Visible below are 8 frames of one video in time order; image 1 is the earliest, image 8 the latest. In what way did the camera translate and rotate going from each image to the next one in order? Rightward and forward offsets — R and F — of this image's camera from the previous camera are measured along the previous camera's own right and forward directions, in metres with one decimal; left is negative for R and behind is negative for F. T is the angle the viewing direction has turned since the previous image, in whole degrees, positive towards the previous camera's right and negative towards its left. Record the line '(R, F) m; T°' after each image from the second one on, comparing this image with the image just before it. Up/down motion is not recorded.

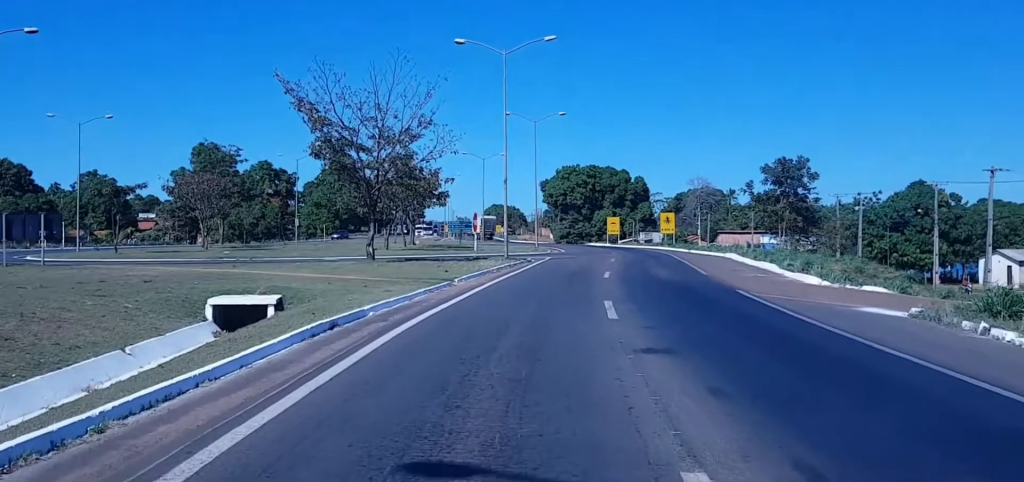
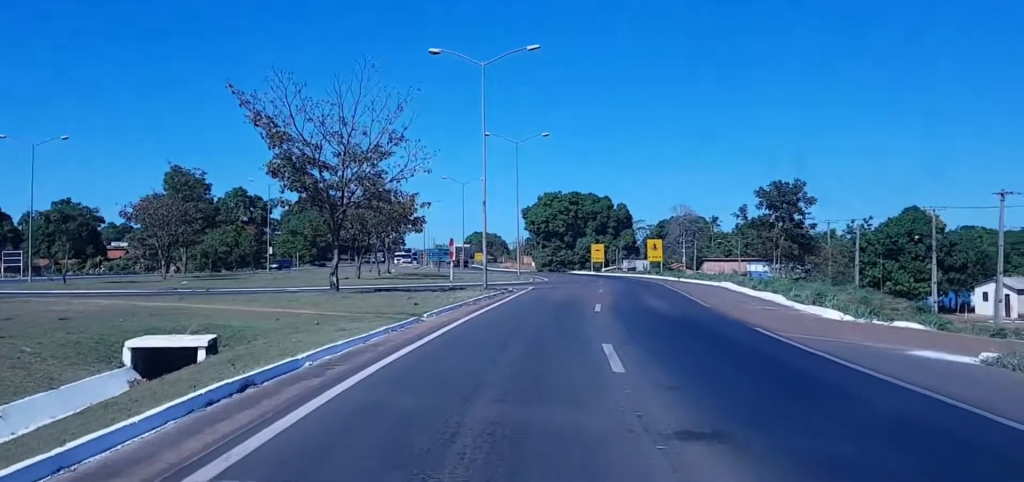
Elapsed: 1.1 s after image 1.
(0.0, +4.8) m; +6°
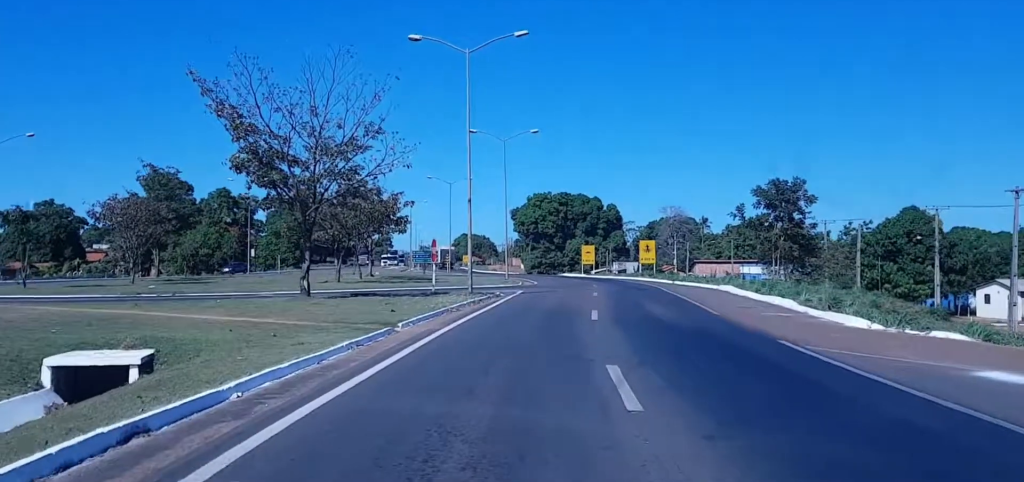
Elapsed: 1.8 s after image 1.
(+0.3, +3.7) m; +4°
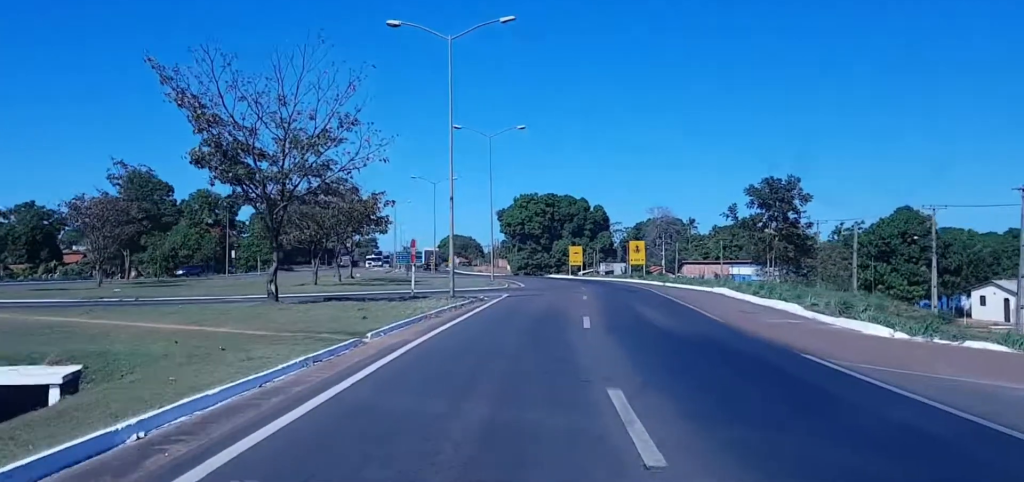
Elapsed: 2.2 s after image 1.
(+0.1, +2.5) m; +3°
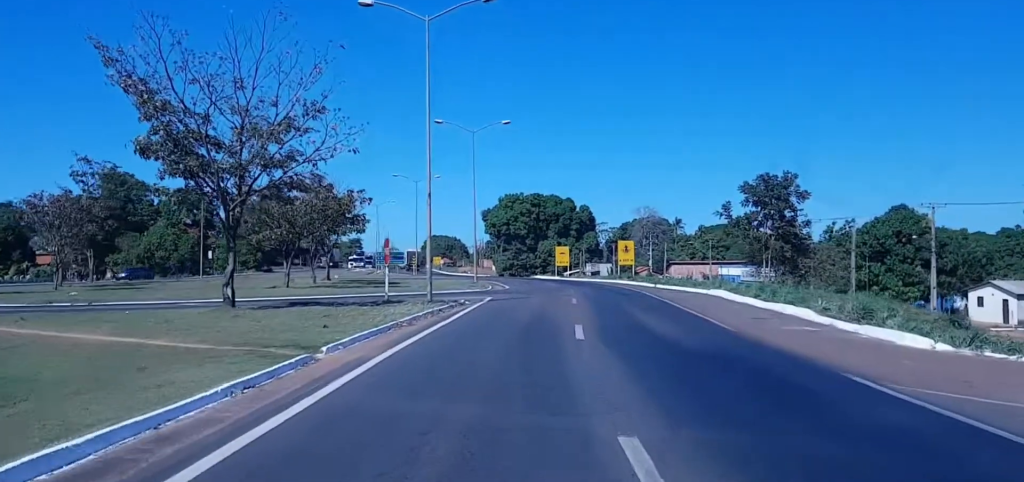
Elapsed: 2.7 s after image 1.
(+0.1, +3.4) m; +1°
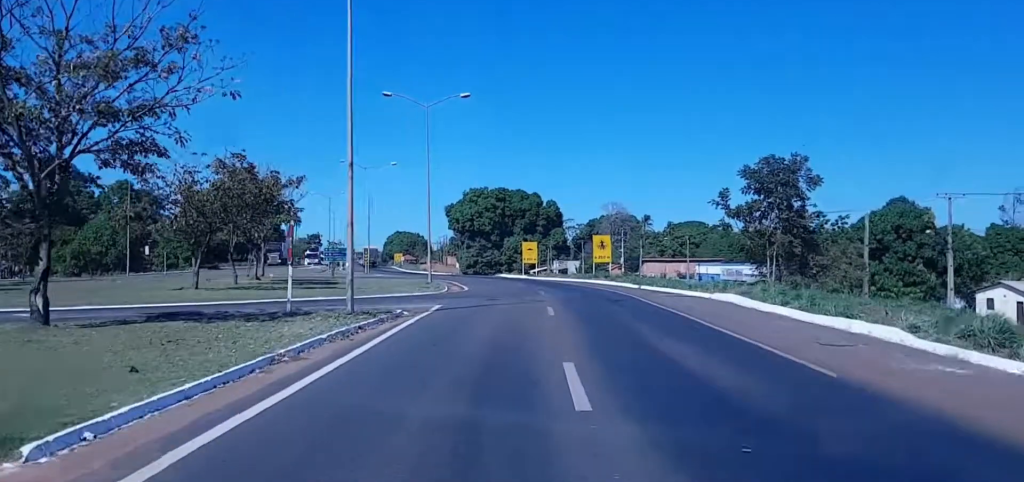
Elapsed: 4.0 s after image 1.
(+0.2, +9.8) m; +6°
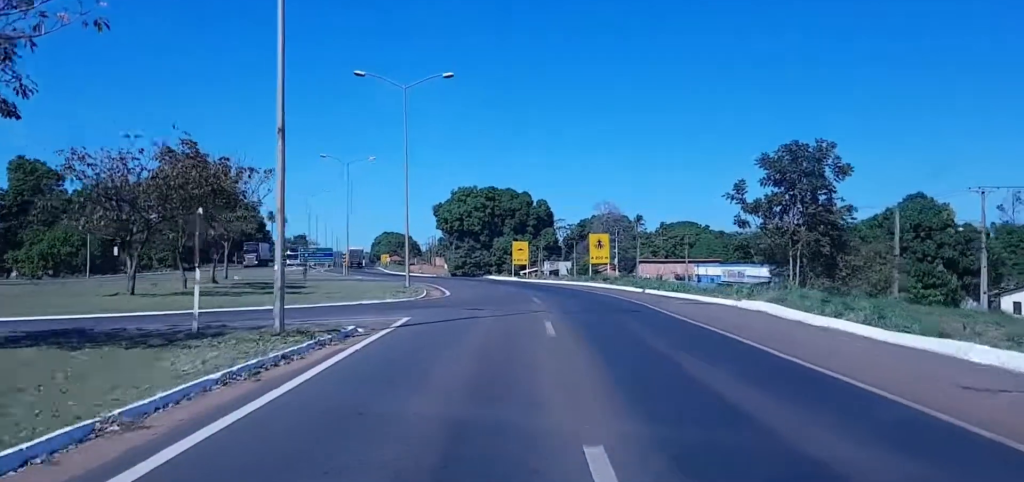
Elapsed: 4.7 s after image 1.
(+0.4, +6.5) m; +3°
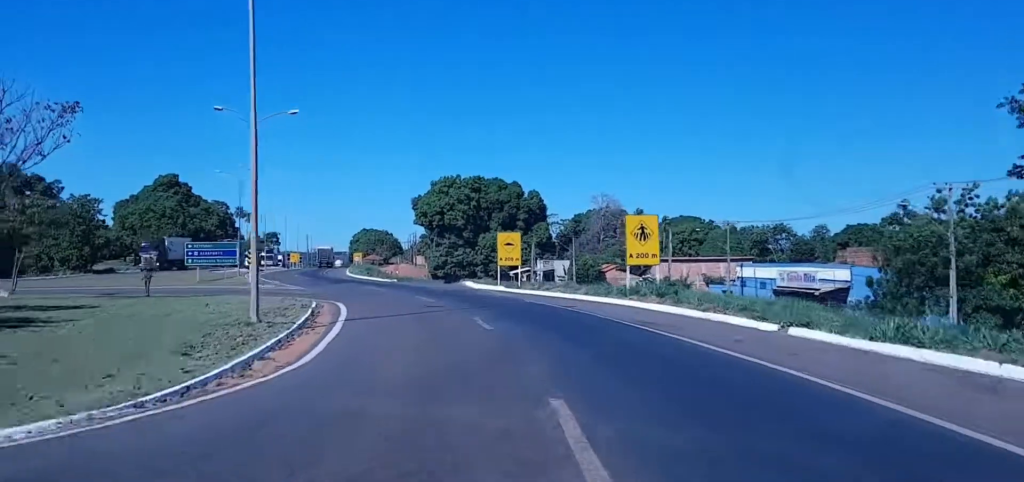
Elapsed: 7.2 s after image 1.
(-1.2, +28.5) m; -3°
